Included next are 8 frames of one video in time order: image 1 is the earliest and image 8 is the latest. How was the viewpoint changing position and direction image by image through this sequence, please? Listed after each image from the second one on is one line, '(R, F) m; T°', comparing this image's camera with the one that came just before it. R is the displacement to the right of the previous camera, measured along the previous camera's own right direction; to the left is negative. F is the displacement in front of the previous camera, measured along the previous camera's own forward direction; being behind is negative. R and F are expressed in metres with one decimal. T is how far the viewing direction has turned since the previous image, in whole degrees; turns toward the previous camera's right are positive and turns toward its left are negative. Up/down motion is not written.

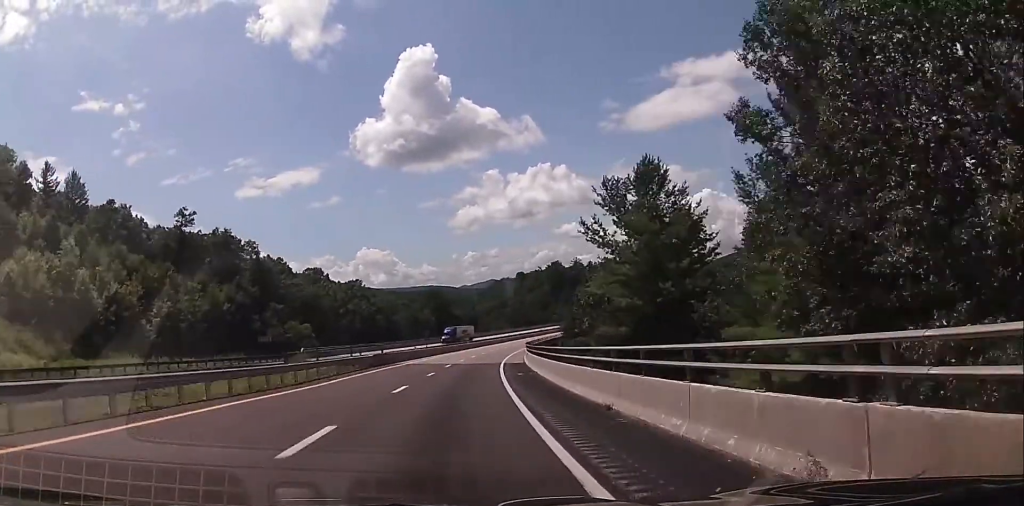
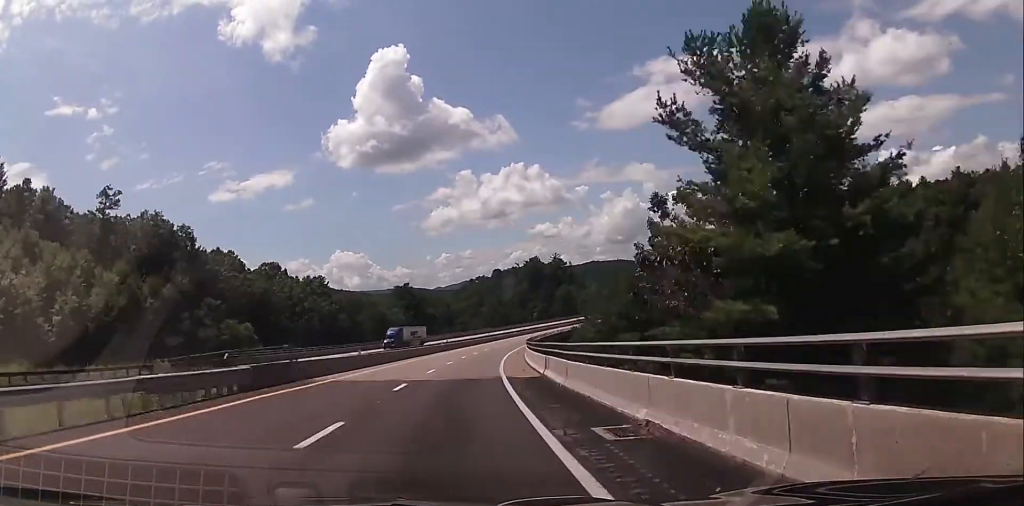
(+0.6, +22.9) m; +2°
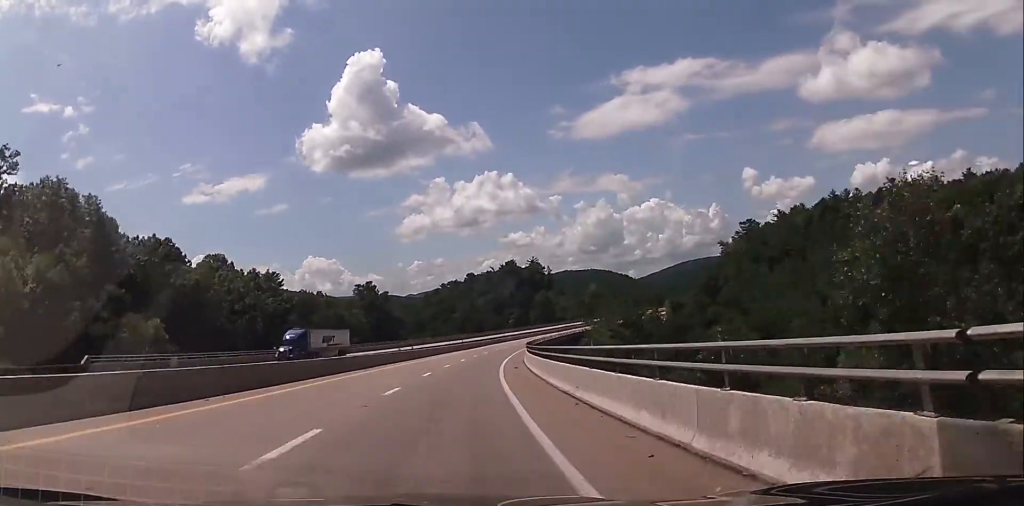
(+0.5, +25.2) m; +2°
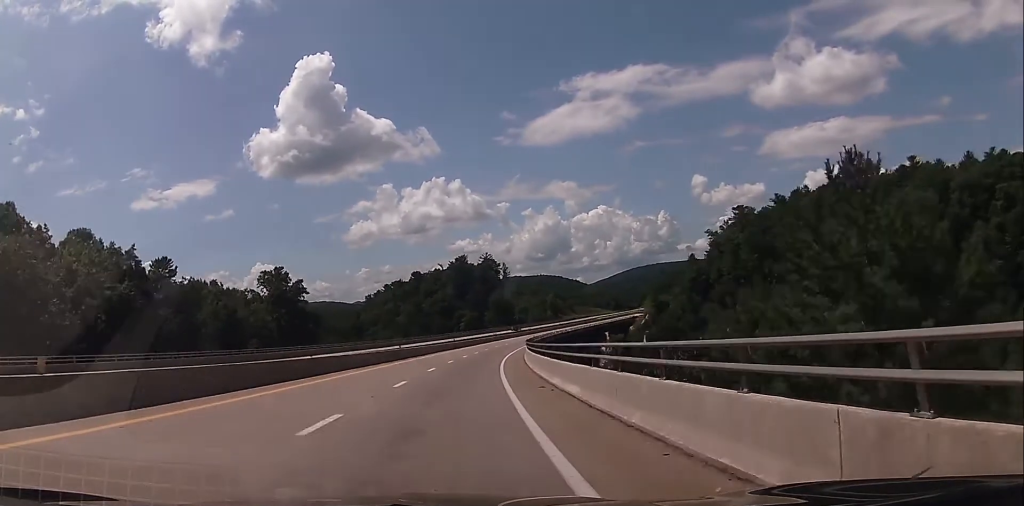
(+1.5, +45.8) m; +4°
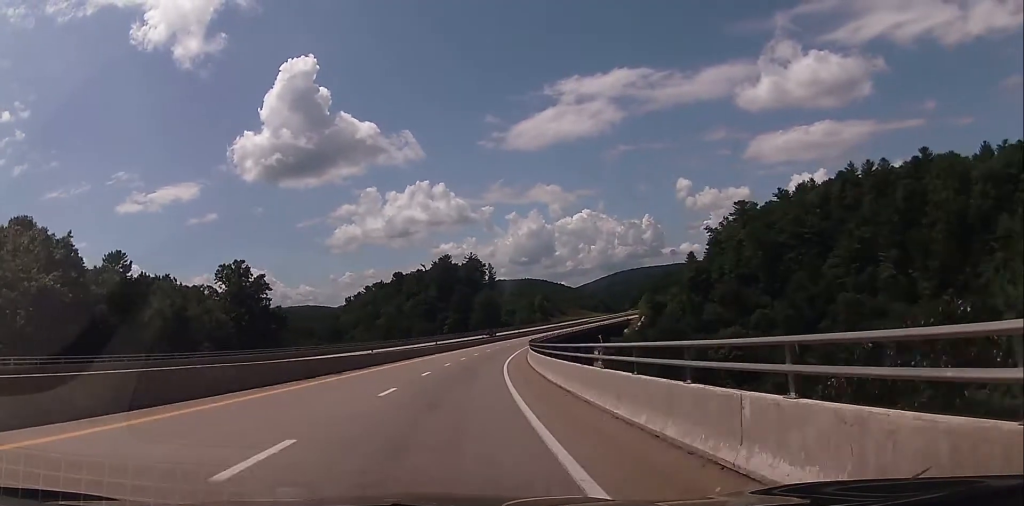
(+0.2, +16.1) m; +2°
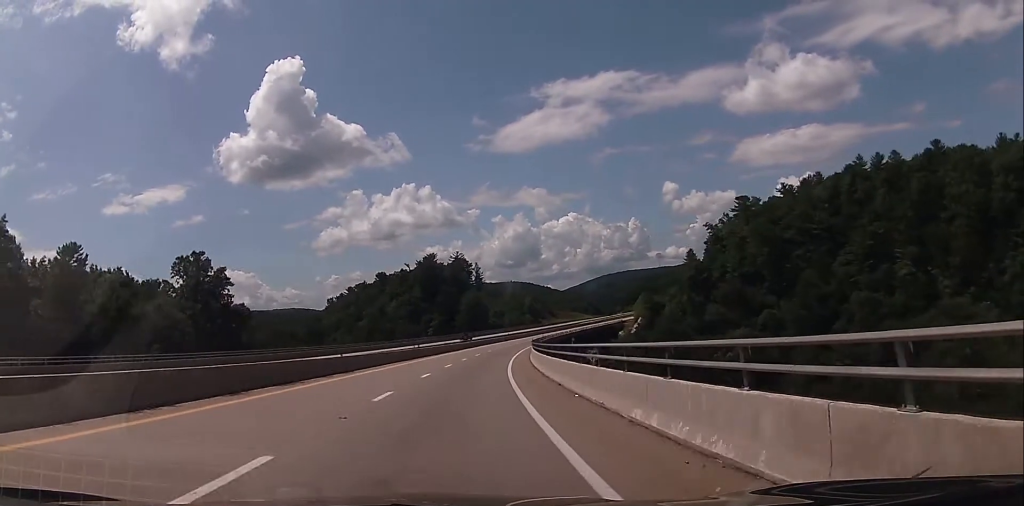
(+0.3, +13.7) m; +1°
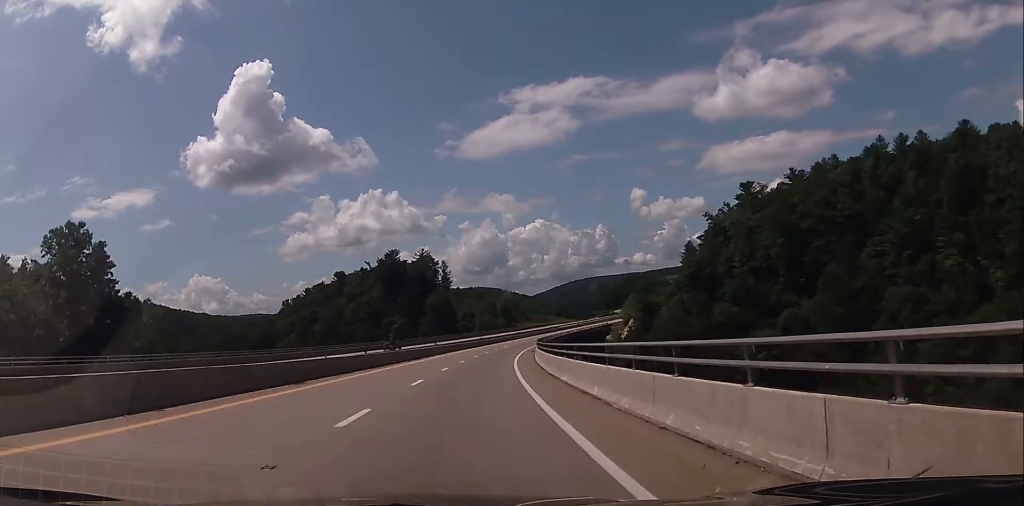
(+0.8, +29.8) m; +3°
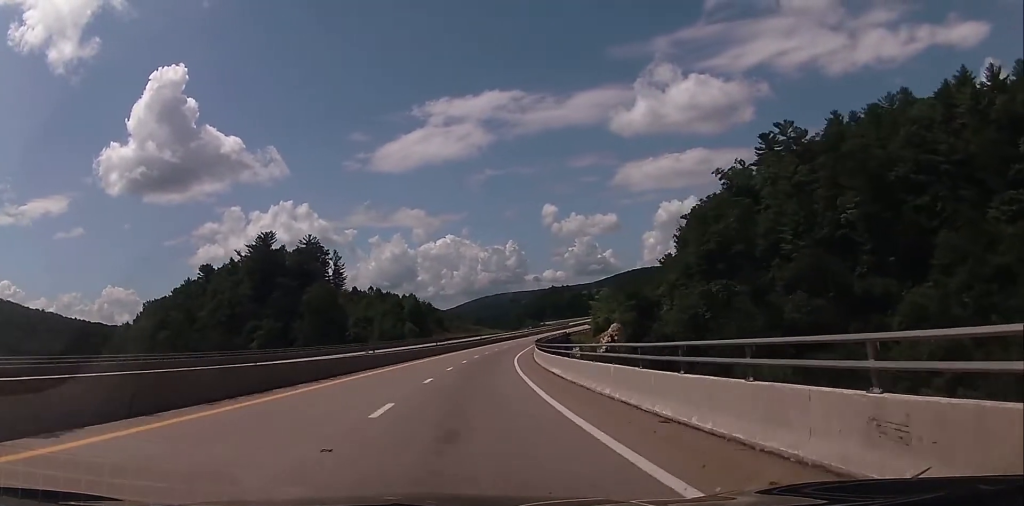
(+7.5, +70.6) m; +14°
